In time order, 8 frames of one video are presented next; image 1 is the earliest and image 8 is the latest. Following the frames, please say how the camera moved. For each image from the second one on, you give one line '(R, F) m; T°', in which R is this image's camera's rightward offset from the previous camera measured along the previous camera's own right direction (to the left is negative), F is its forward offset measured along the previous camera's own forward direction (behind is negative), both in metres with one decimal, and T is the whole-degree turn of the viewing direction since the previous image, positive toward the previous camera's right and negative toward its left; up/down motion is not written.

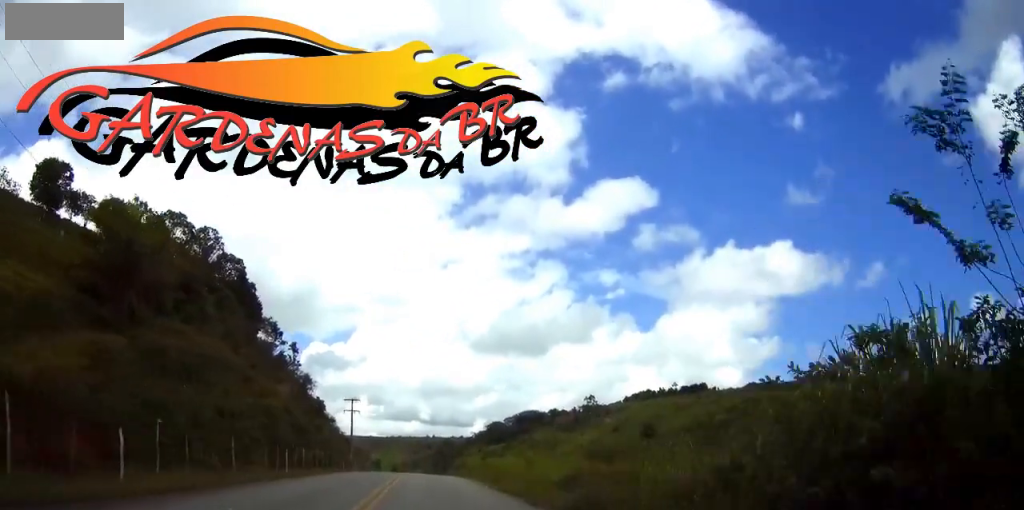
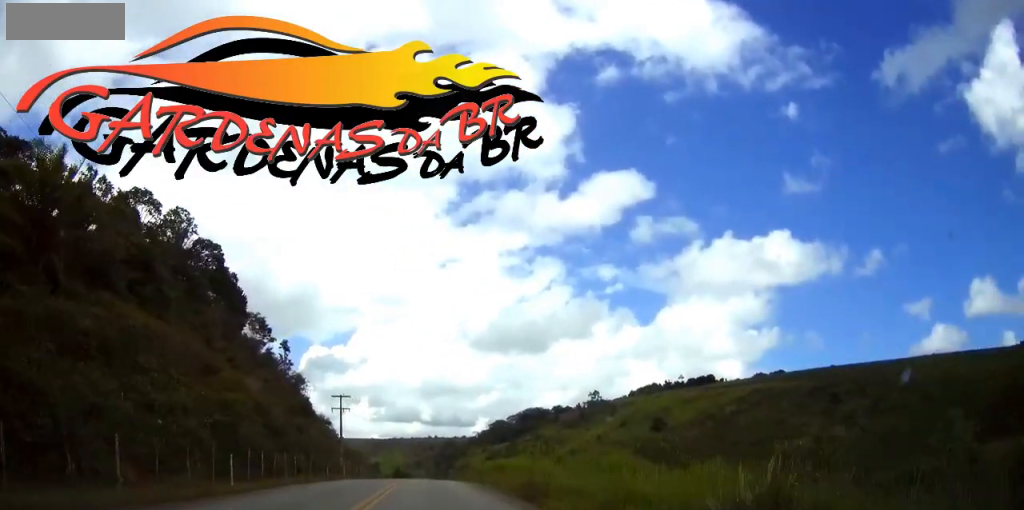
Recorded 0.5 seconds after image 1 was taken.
(-0.1, +9.9) m; 0°
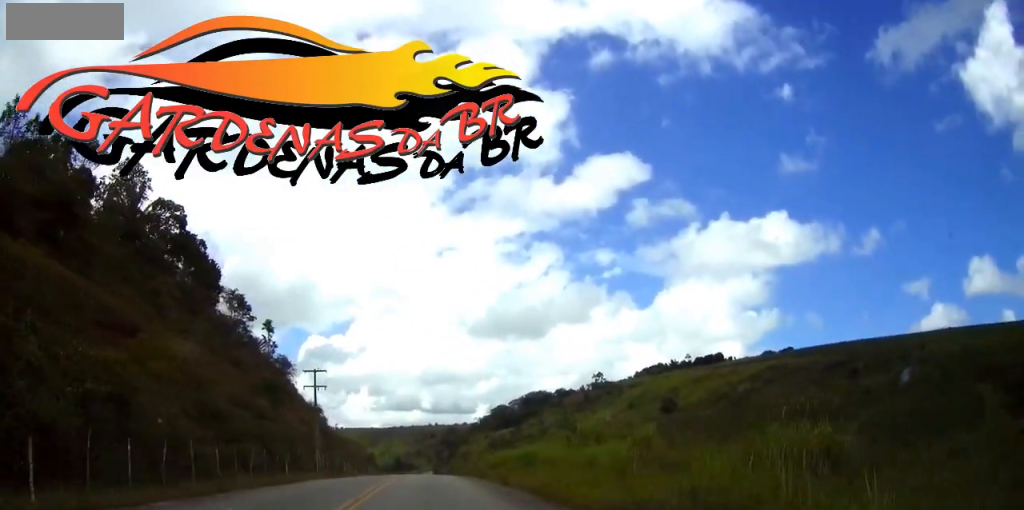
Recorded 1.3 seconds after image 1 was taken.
(-0.1, +13.8) m; 0°
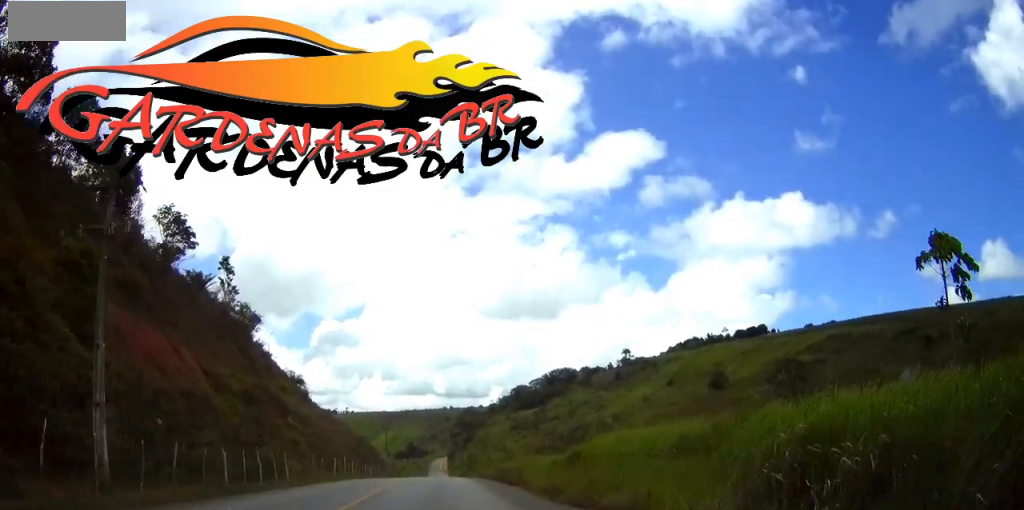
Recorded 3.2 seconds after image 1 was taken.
(-0.3, +37.2) m; -1°
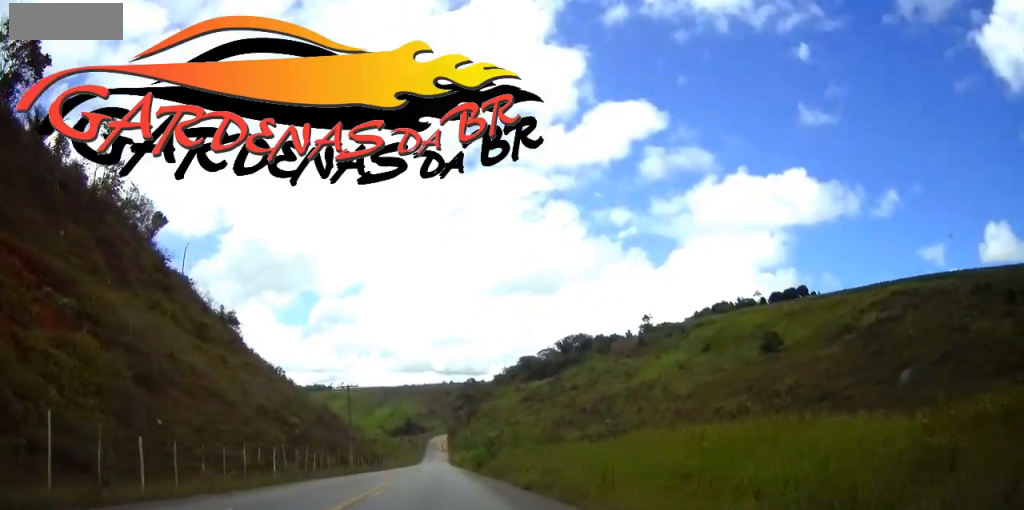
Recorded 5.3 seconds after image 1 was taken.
(-0.3, +41.9) m; -1°
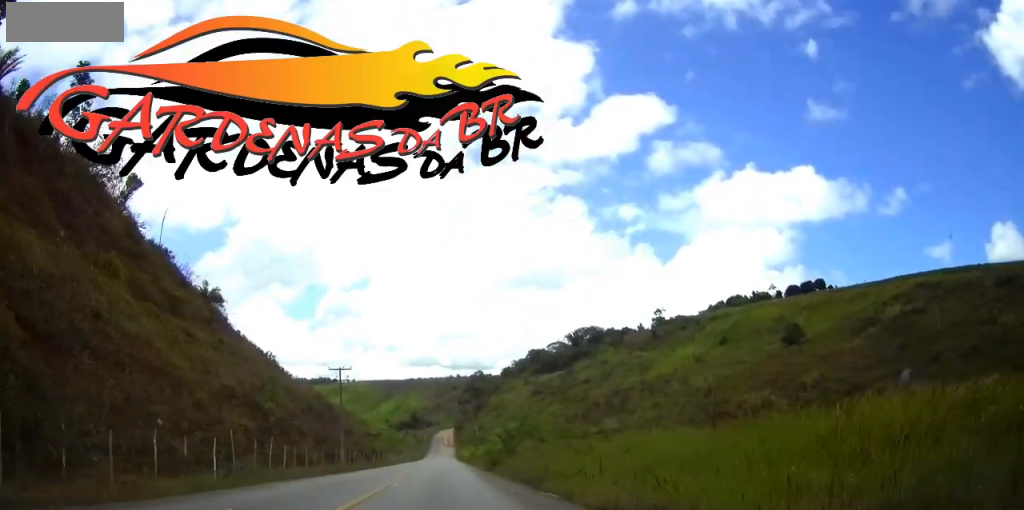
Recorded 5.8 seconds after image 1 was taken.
(0.0, +9.5) m; 0°
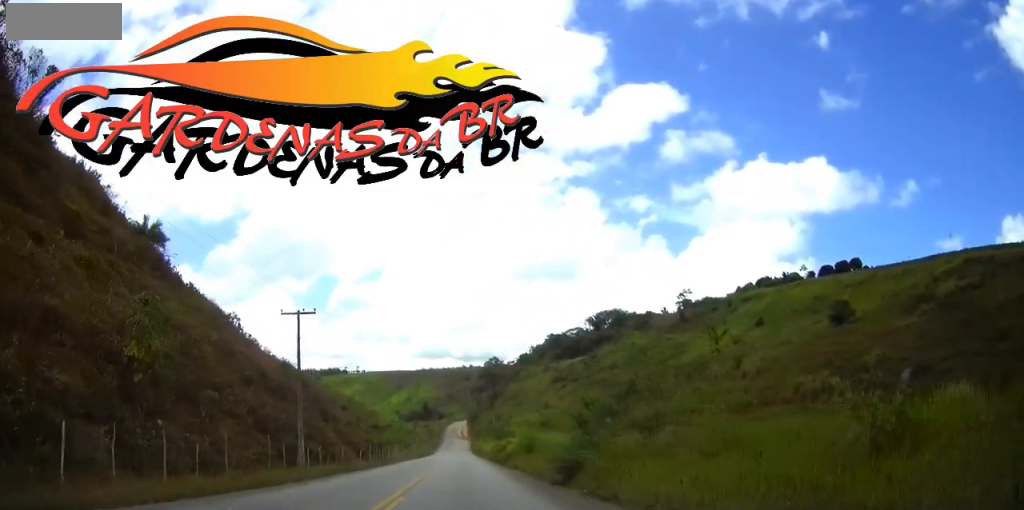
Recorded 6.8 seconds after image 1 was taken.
(-0.2, +20.9) m; -1°
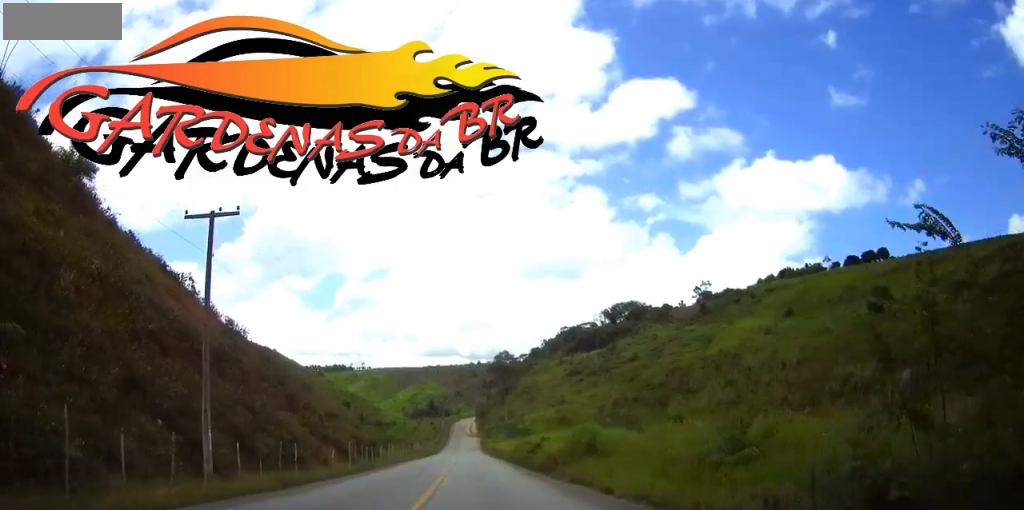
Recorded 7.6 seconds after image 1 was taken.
(-0.2, +15.5) m; 0°
